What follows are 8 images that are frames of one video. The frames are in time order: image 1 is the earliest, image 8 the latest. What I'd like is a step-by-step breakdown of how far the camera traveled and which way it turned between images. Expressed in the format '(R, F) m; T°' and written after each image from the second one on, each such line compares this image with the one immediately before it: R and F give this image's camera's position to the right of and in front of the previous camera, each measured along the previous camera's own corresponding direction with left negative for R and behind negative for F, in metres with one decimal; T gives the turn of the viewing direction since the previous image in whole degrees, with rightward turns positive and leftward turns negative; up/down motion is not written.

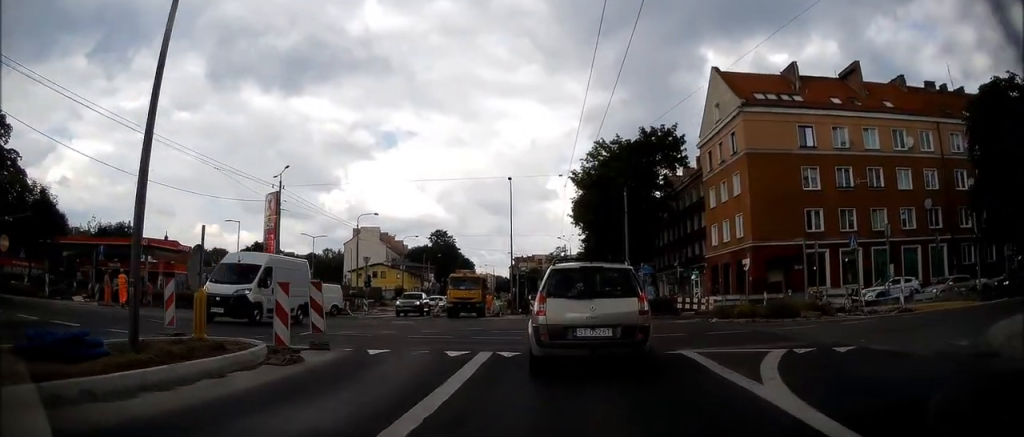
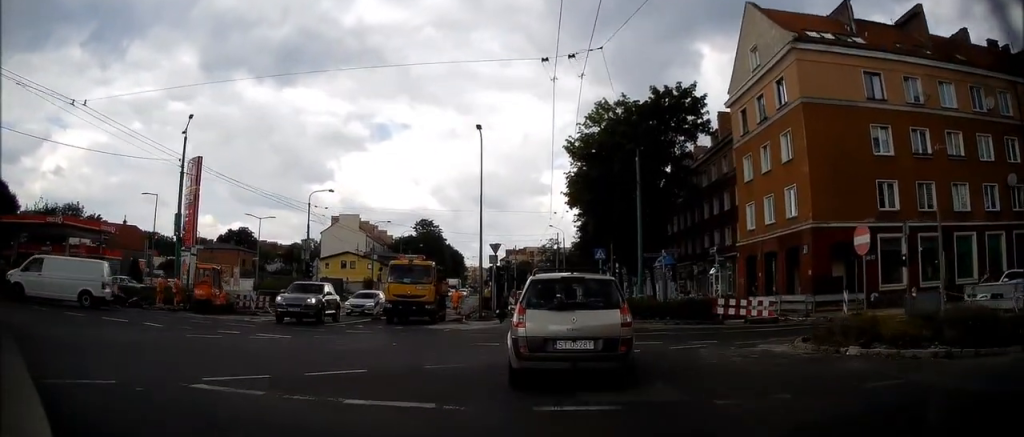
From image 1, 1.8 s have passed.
(+0.1, +12.4) m; -2°
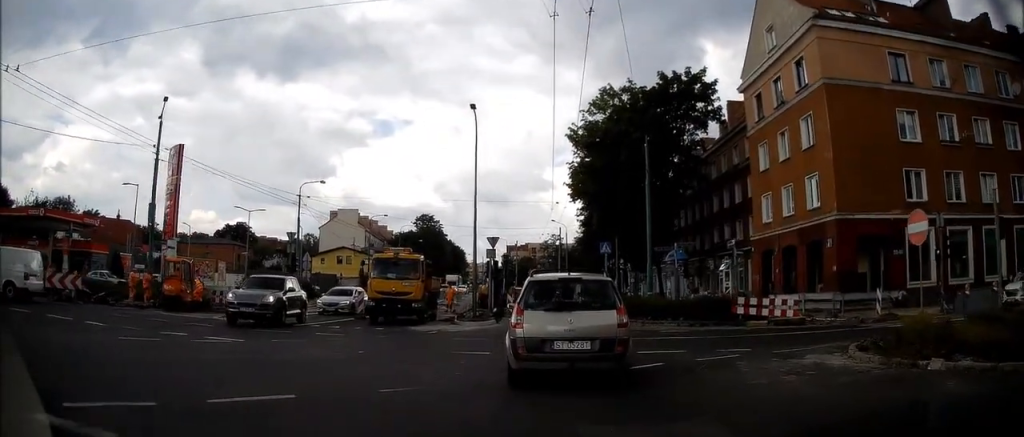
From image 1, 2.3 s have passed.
(0.0, +2.9) m; +1°
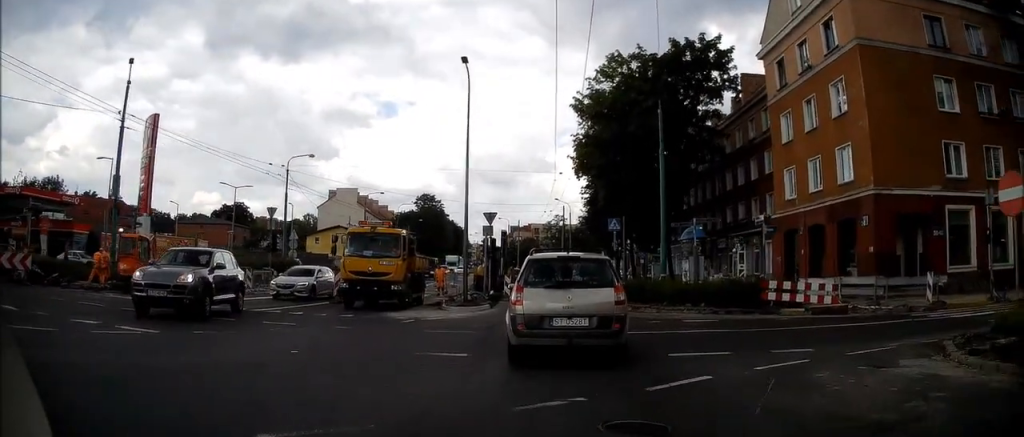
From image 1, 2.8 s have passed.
(0.0, +3.5) m; +2°
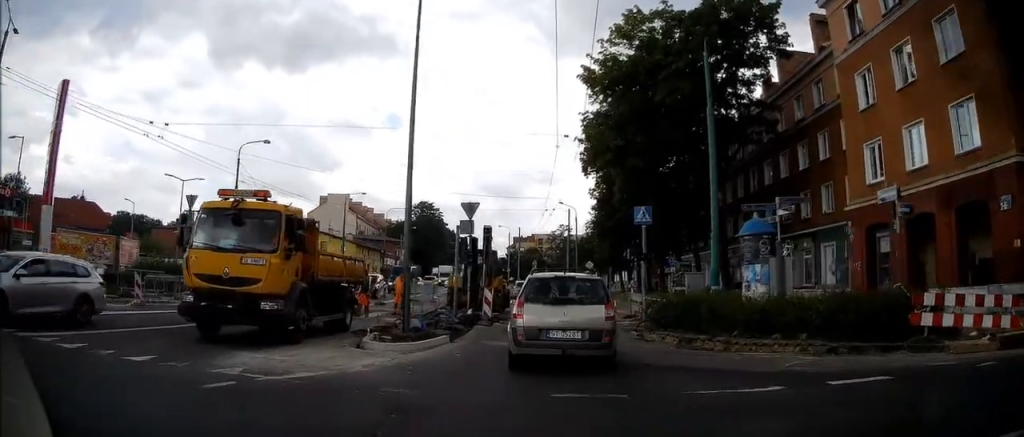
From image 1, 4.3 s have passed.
(+0.3, +9.9) m; 0°
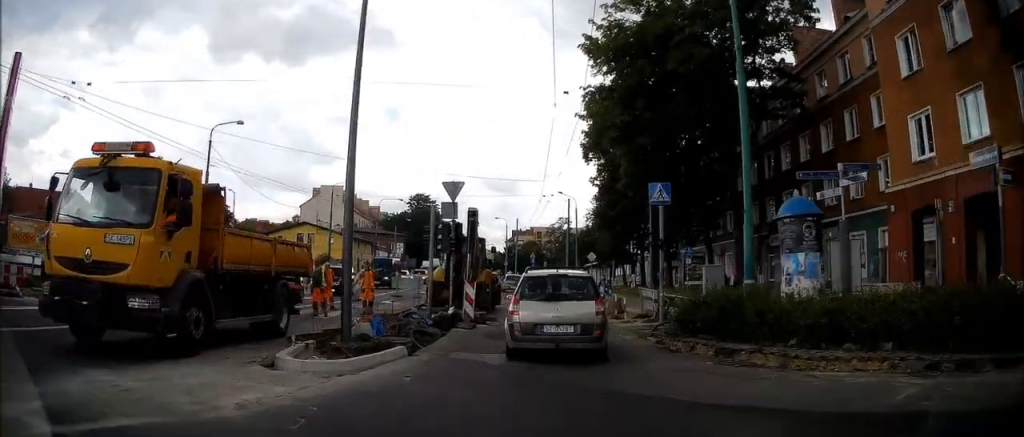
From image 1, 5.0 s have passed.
(-0.2, +4.0) m; -2°
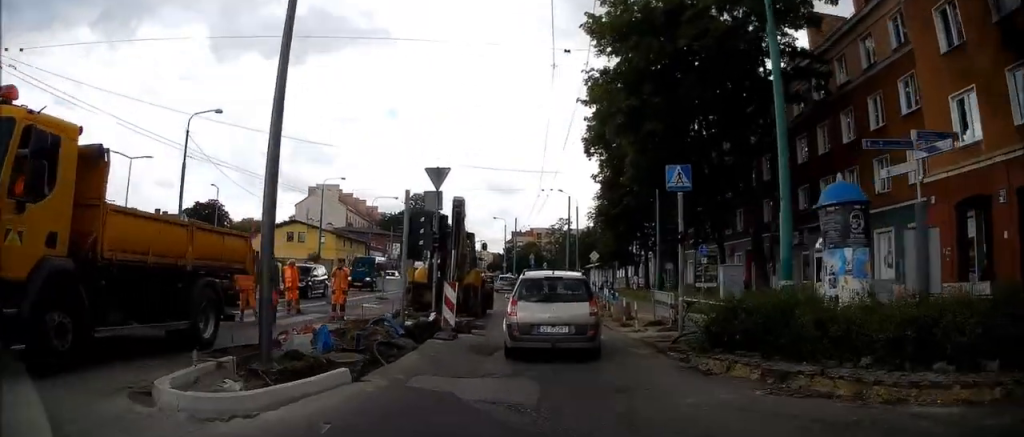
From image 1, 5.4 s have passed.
(+0.1, +2.9) m; 0°
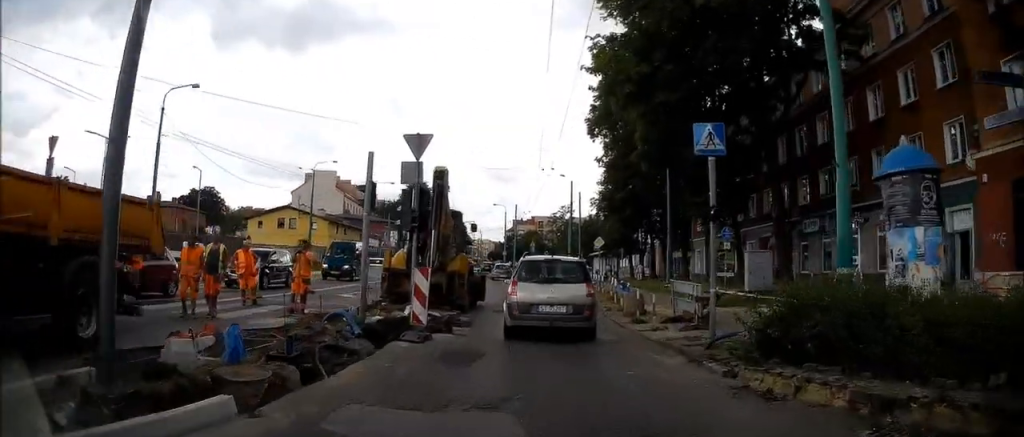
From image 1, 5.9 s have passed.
(+0.1, +2.9) m; 0°
